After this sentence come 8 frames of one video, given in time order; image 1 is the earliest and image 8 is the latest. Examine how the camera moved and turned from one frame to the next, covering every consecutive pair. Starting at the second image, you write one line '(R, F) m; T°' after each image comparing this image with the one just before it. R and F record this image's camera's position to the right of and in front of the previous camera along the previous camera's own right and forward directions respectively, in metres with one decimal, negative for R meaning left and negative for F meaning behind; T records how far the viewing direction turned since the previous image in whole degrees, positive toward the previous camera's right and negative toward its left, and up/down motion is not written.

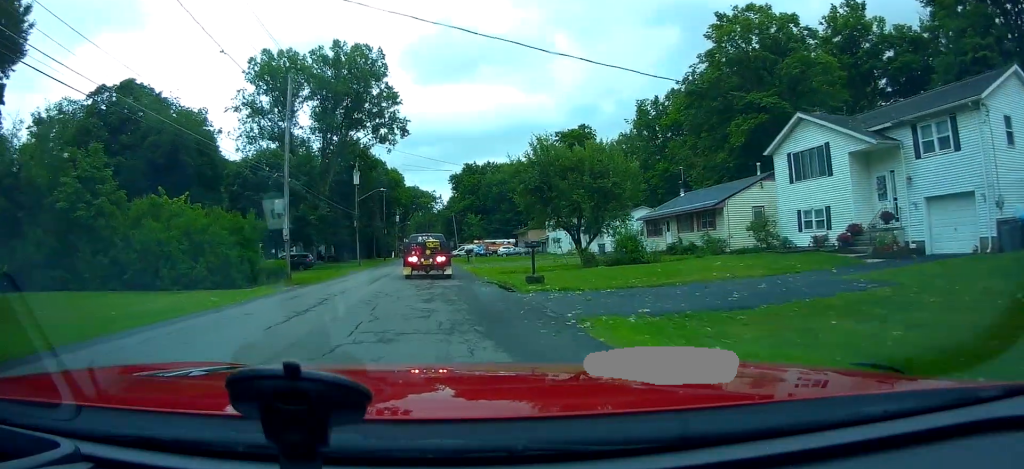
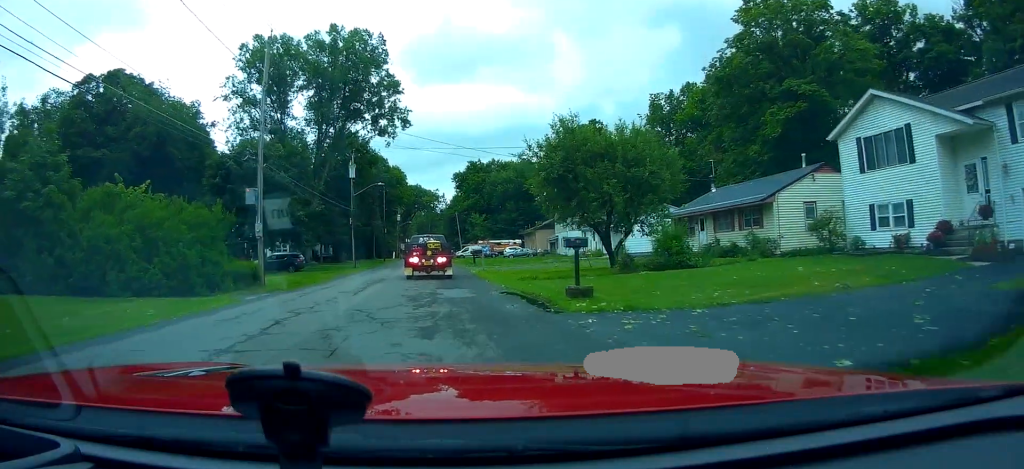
(-0.3, +4.7) m; -3°
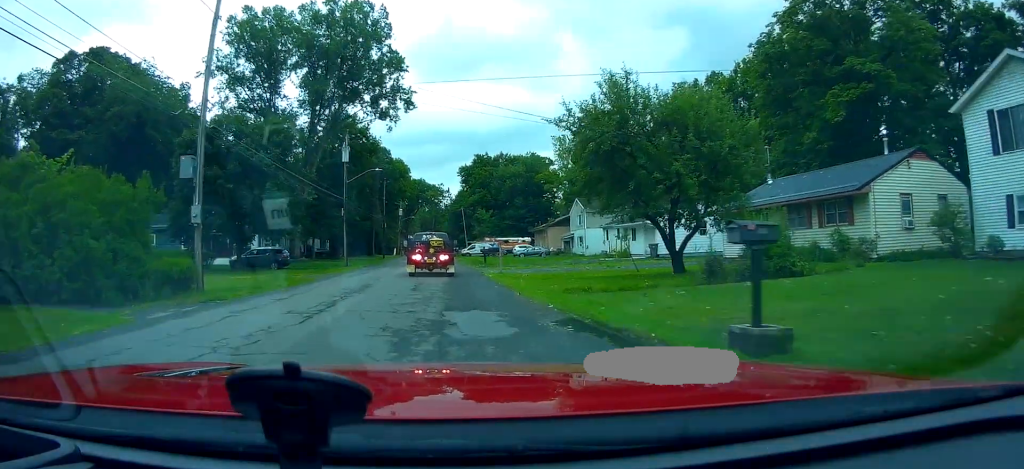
(-0.2, +6.6) m; -2°
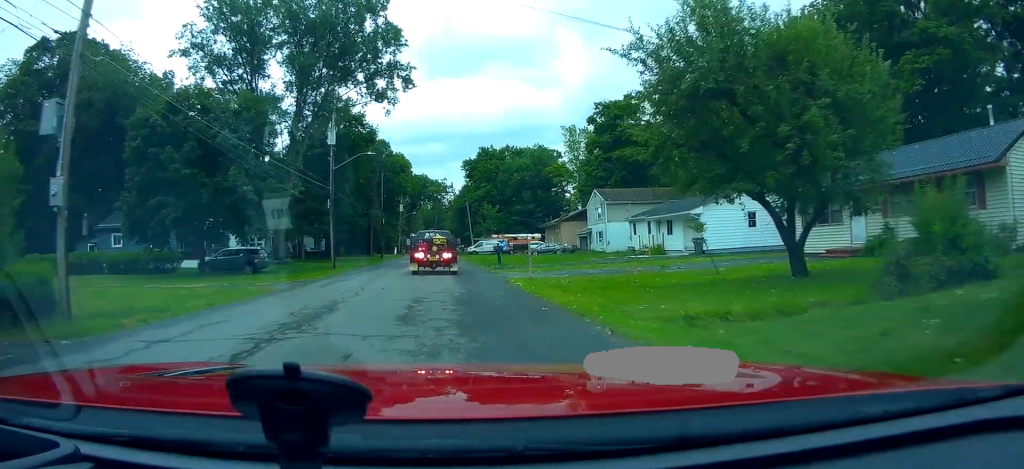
(0.0, +6.9) m; -1°
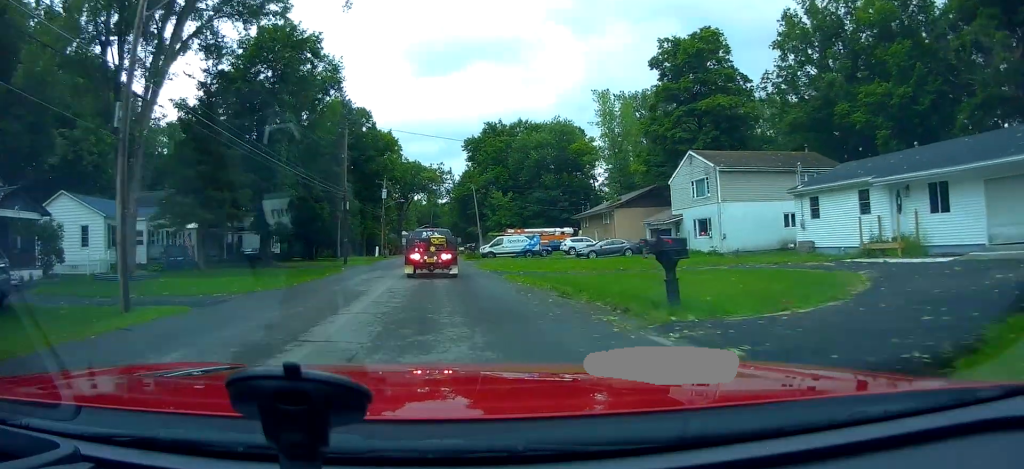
(+1.4, +26.1) m; +2°
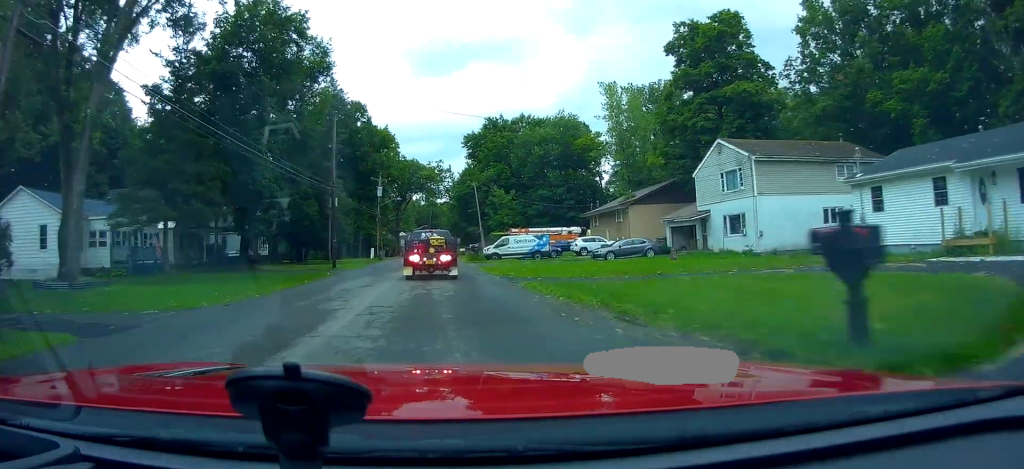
(-0.2, +4.7) m; 0°
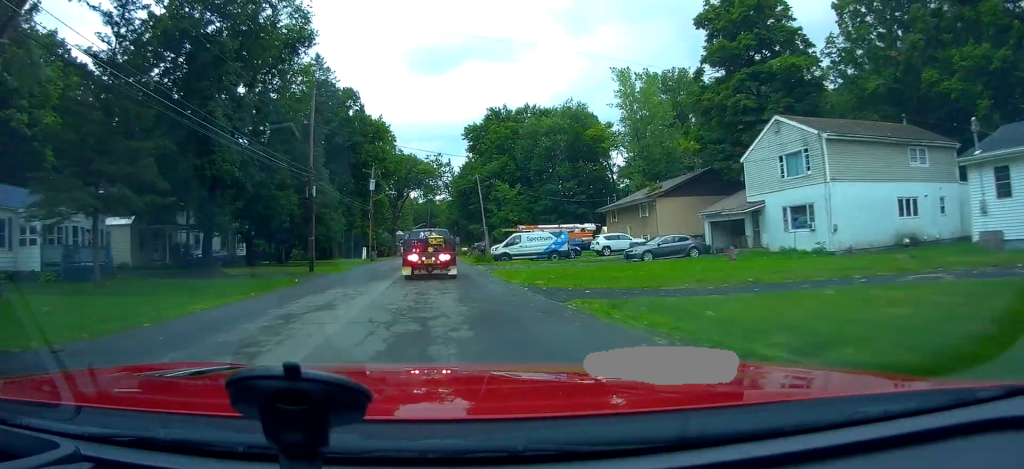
(-0.2, +7.2) m; +1°
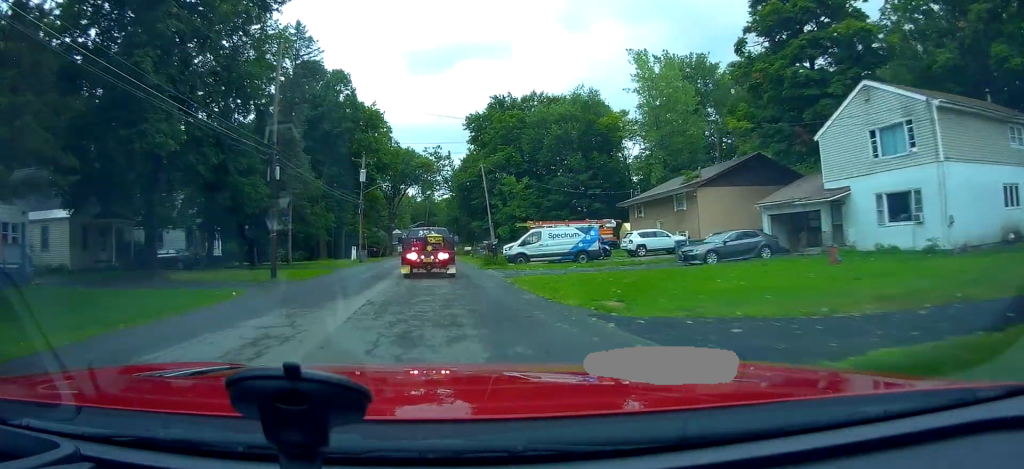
(+0.4, +7.9) m; +5°
